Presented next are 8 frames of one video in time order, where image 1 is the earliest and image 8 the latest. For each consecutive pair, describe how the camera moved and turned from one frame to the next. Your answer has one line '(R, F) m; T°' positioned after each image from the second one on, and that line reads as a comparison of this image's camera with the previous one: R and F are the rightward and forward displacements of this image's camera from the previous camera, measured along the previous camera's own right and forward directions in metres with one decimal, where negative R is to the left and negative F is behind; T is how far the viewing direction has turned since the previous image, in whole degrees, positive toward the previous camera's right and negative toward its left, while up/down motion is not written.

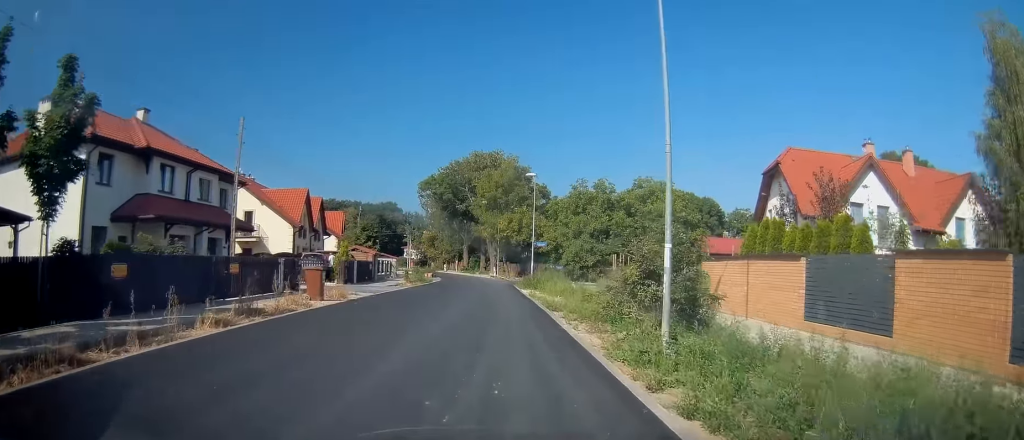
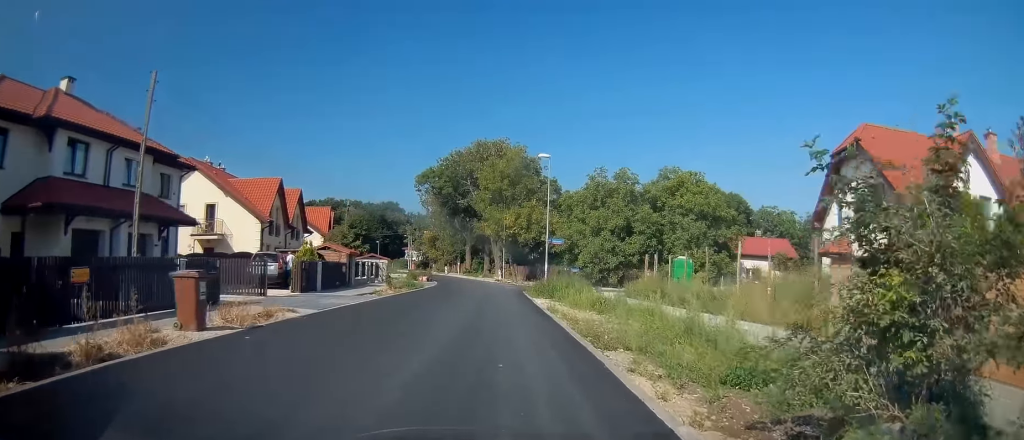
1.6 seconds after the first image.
(0.0, +8.4) m; +4°
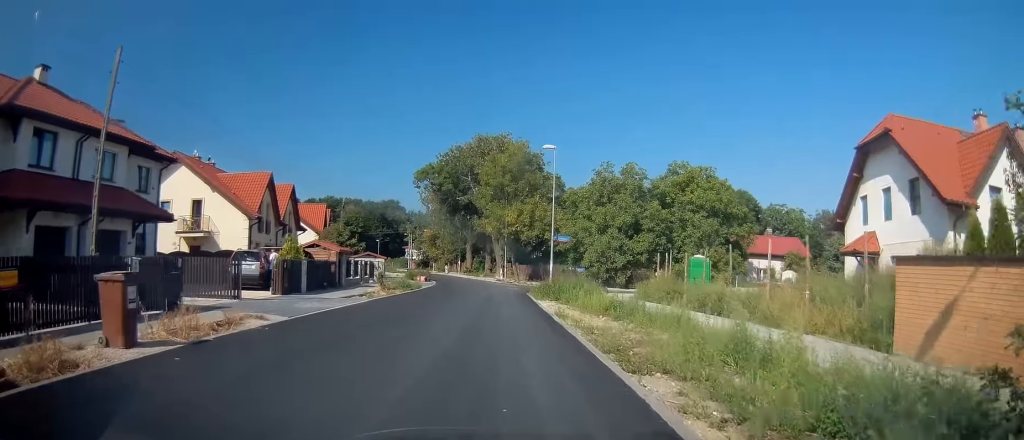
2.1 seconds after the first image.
(0.0, +2.4) m; -1°
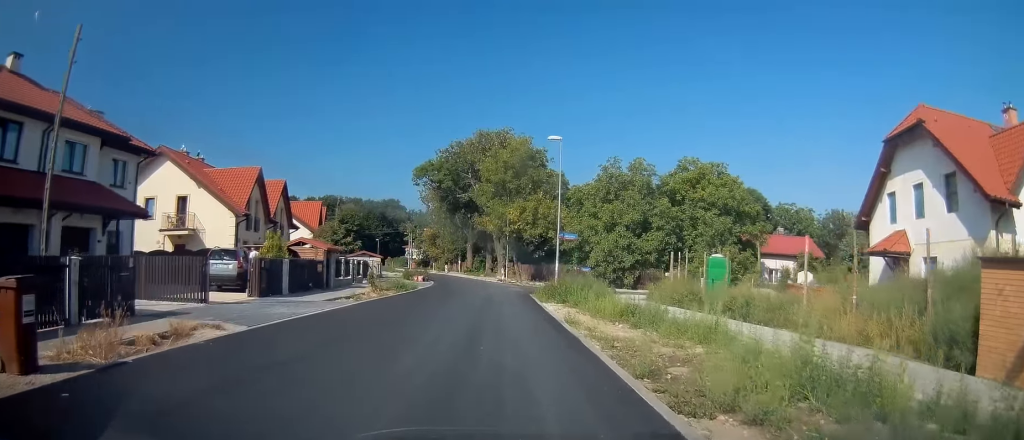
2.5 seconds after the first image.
(+0.1, +2.4) m; -2°
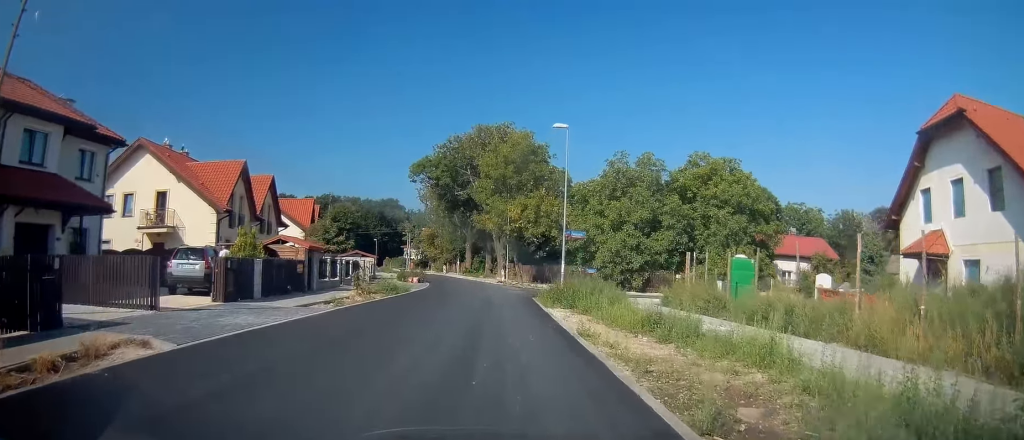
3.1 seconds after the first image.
(-0.1, +2.8) m; -1°
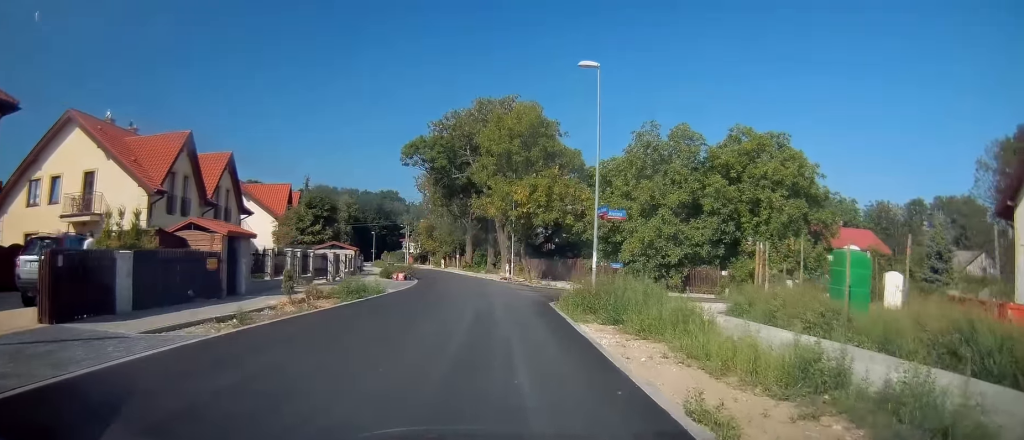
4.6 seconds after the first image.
(+0.1, +8.3) m; +4°
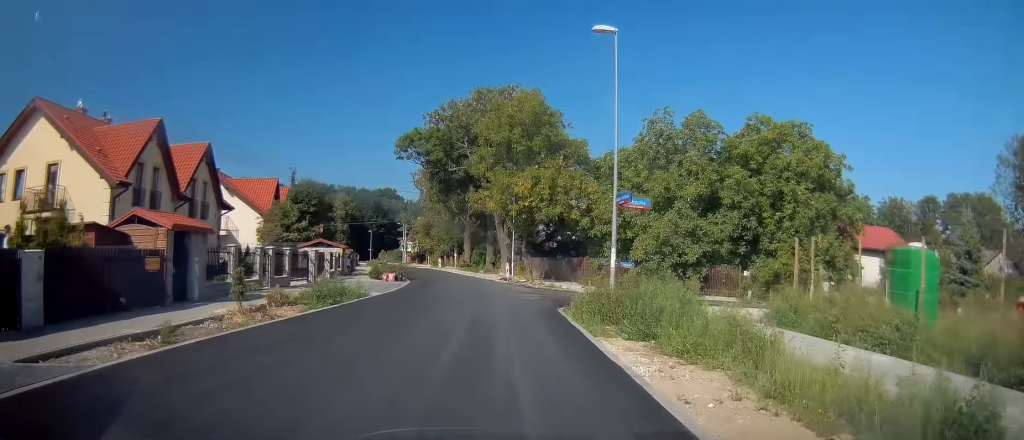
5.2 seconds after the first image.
(0.0, +3.3) m; +1°
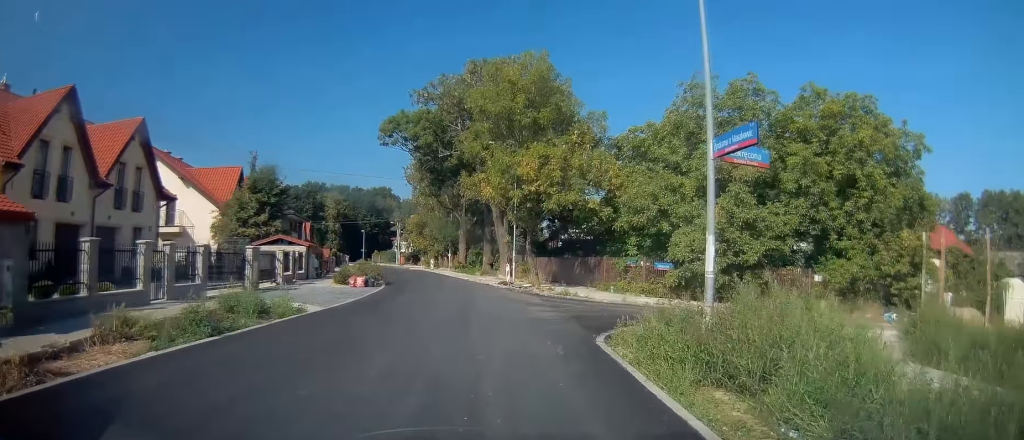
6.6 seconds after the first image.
(0.0, +7.7) m; -4°
